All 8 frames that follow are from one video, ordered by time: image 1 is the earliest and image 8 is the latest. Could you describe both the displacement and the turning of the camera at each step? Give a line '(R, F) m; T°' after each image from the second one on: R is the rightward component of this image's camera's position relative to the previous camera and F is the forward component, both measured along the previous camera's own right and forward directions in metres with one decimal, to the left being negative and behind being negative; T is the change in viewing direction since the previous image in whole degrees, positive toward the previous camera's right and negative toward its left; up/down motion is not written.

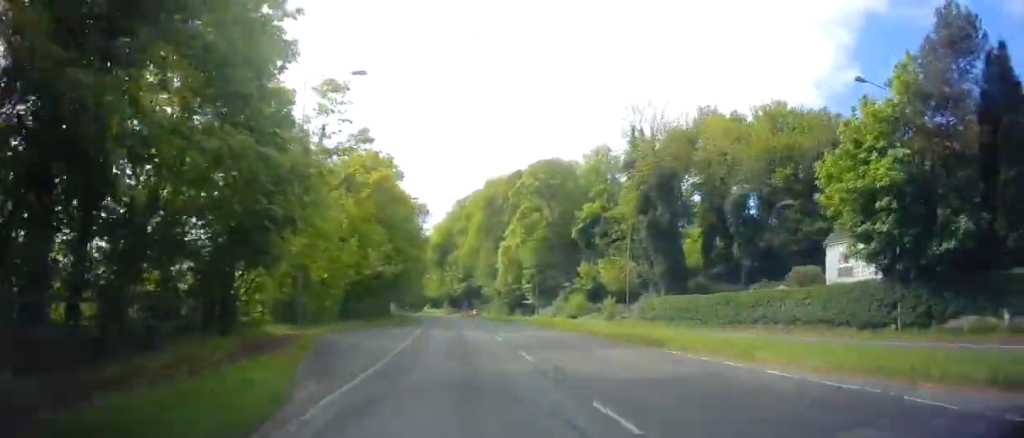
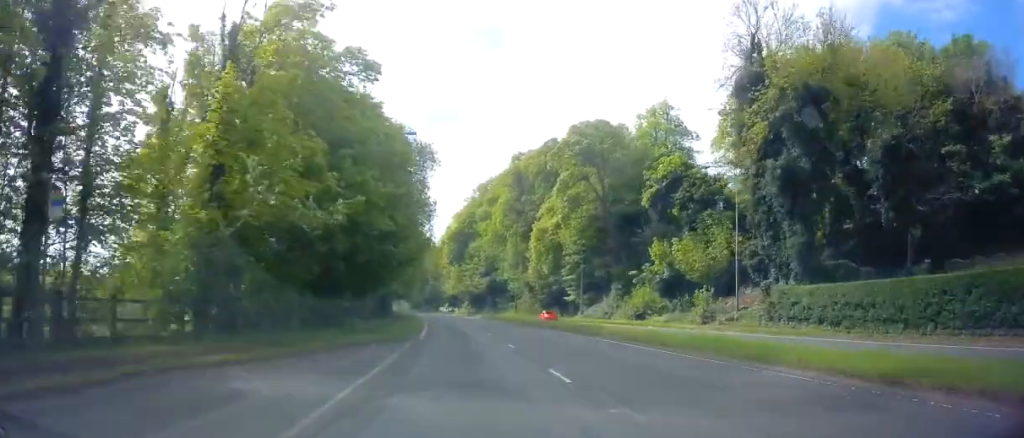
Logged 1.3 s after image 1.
(0.0, +22.8) m; -2°
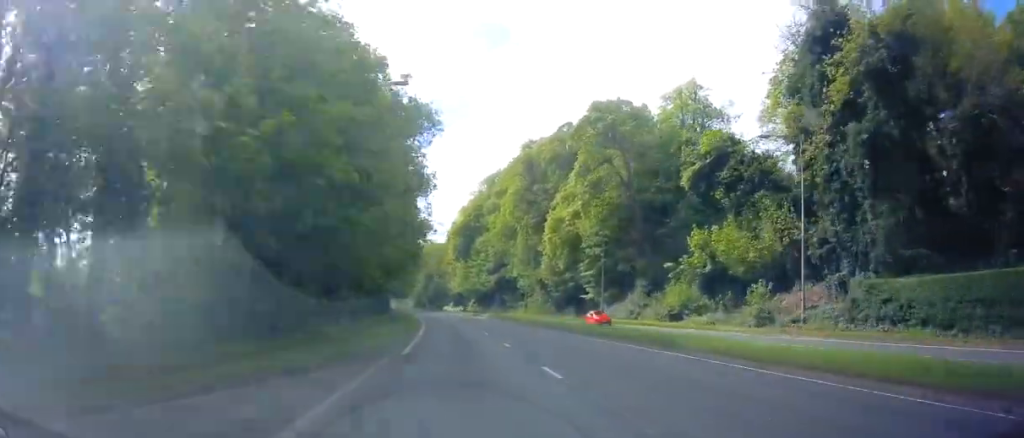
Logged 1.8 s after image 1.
(-0.1, +8.5) m; -1°
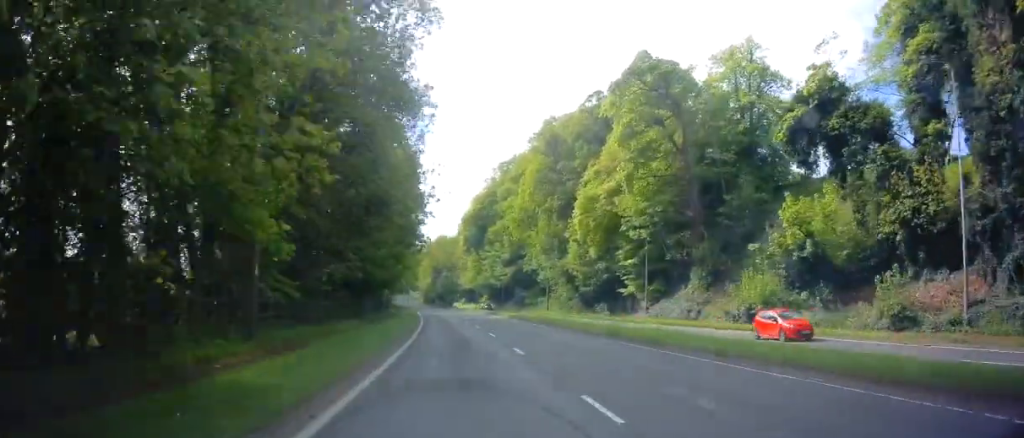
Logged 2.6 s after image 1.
(-0.5, +13.1) m; -2°
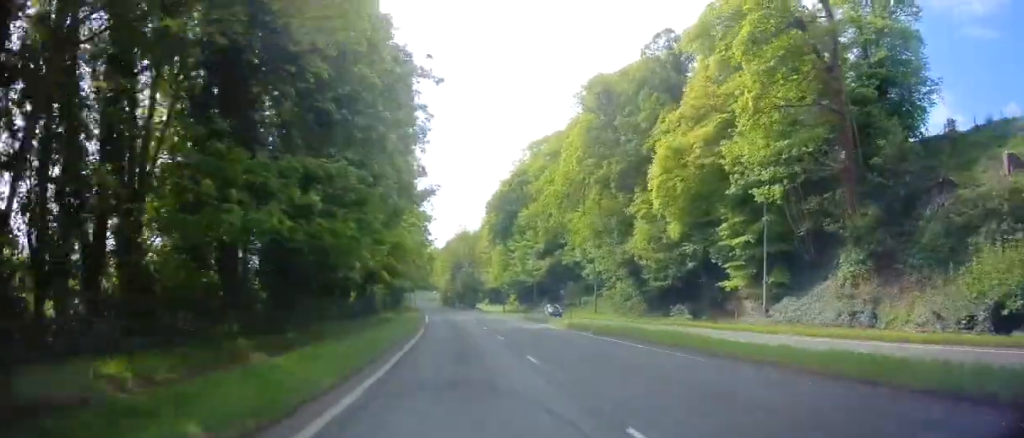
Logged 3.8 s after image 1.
(0.0, +20.2) m; -2°
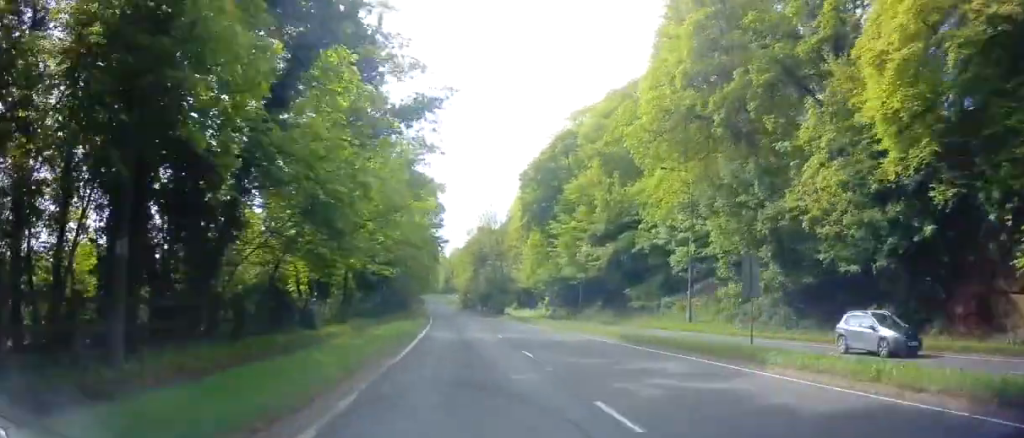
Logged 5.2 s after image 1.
(-1.1, +24.9) m; -4°
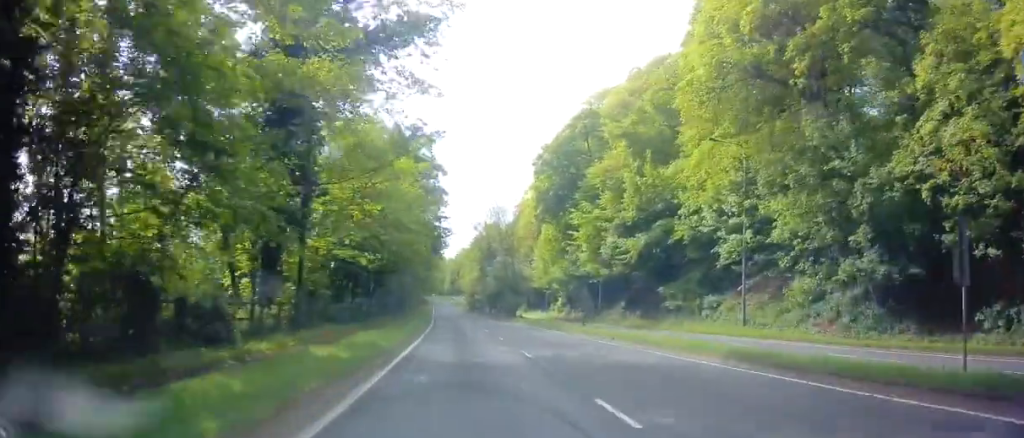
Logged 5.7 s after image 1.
(-0.1, +8.8) m; -1°
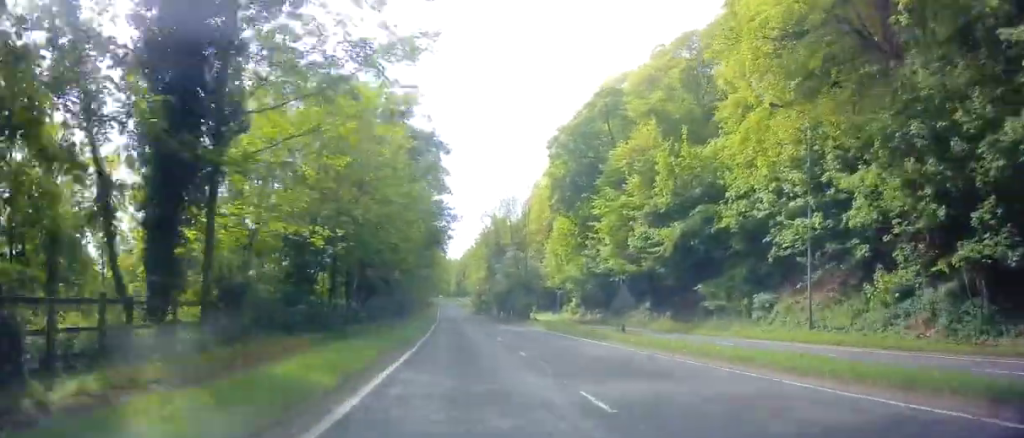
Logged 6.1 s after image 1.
(0.0, +7.7) m; 0°
